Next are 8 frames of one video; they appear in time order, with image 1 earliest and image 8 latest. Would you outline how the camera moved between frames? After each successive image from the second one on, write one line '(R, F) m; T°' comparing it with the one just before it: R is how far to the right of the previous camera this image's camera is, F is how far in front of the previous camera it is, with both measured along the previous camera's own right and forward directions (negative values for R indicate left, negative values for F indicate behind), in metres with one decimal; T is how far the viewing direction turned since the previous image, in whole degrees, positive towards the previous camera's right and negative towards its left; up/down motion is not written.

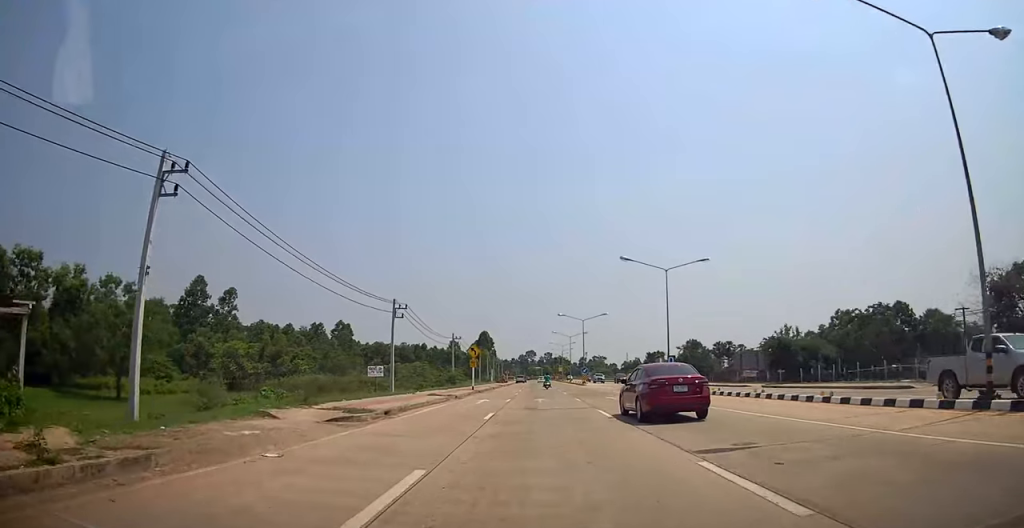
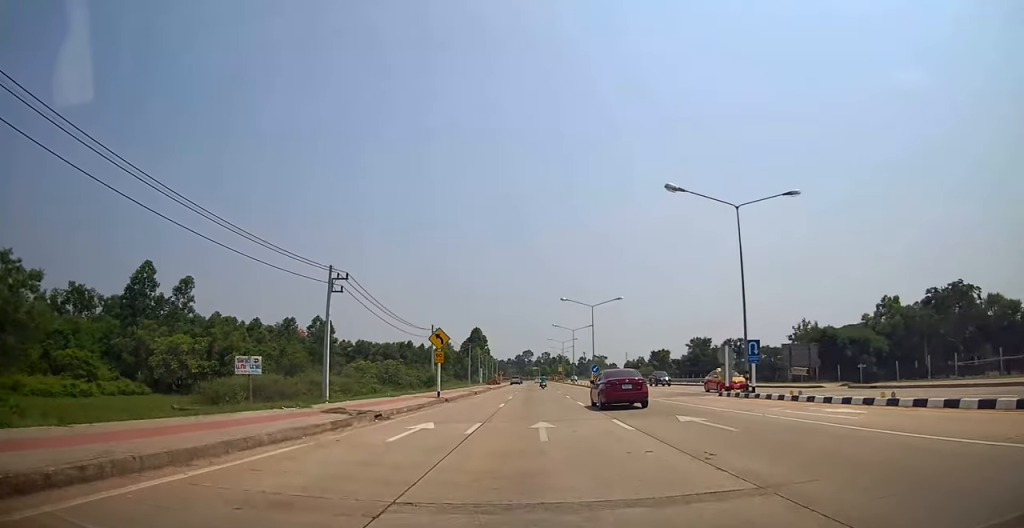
(+0.2, +15.8) m; 0°
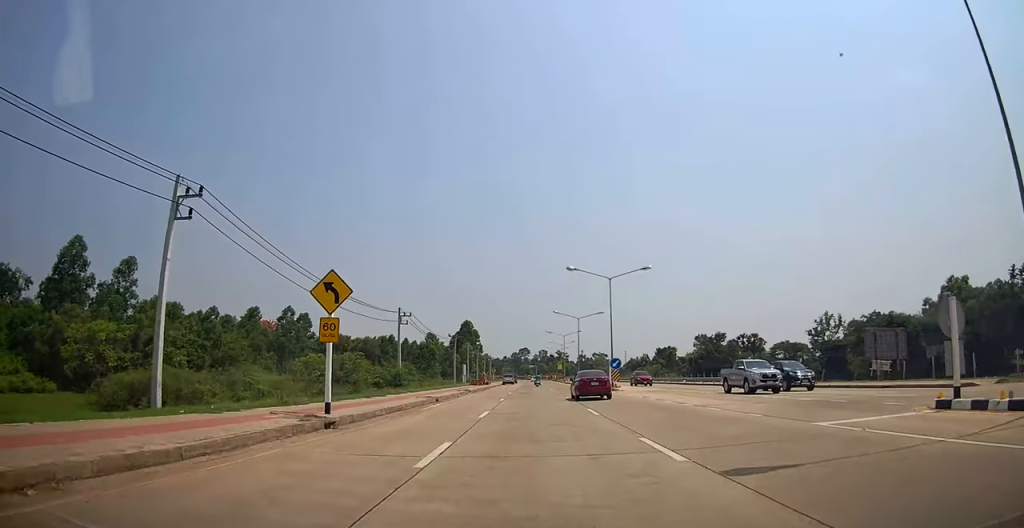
(-0.2, +16.6) m; 0°
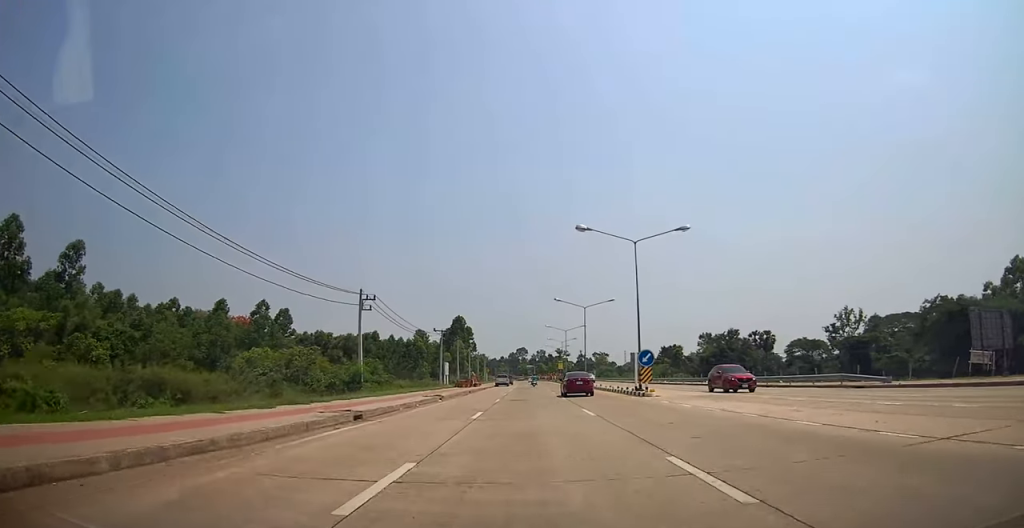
(+0.3, +12.4) m; -1°
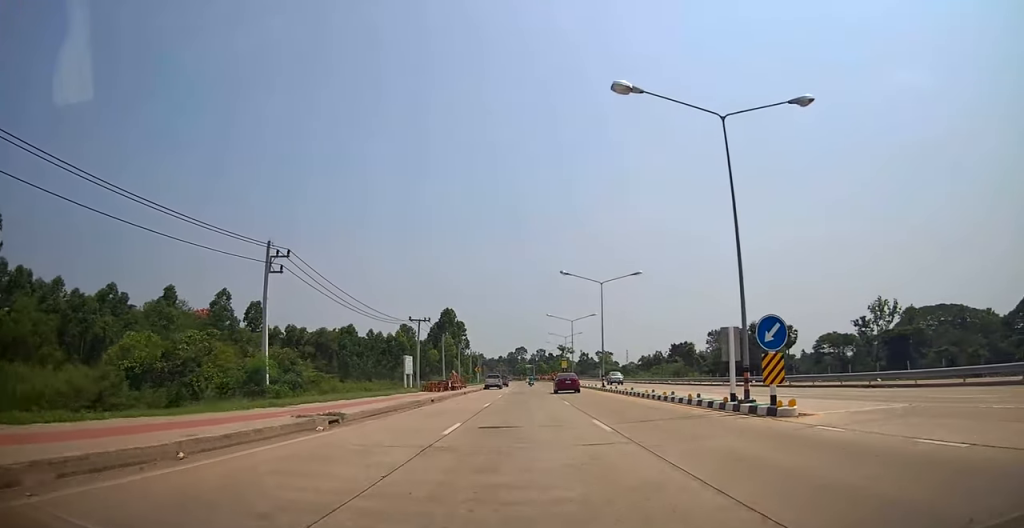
(-0.7, +16.5) m; -2°
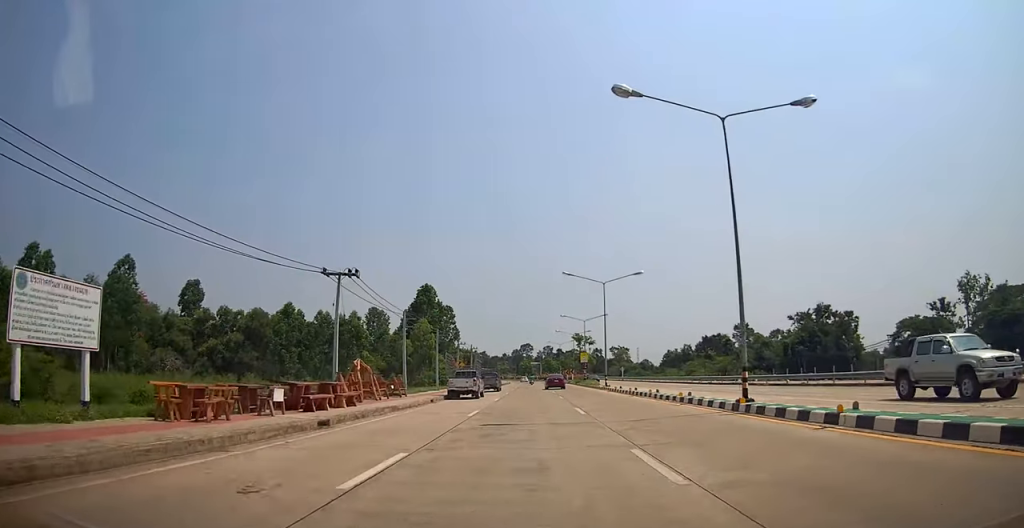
(+0.2, +30.5) m; +3°
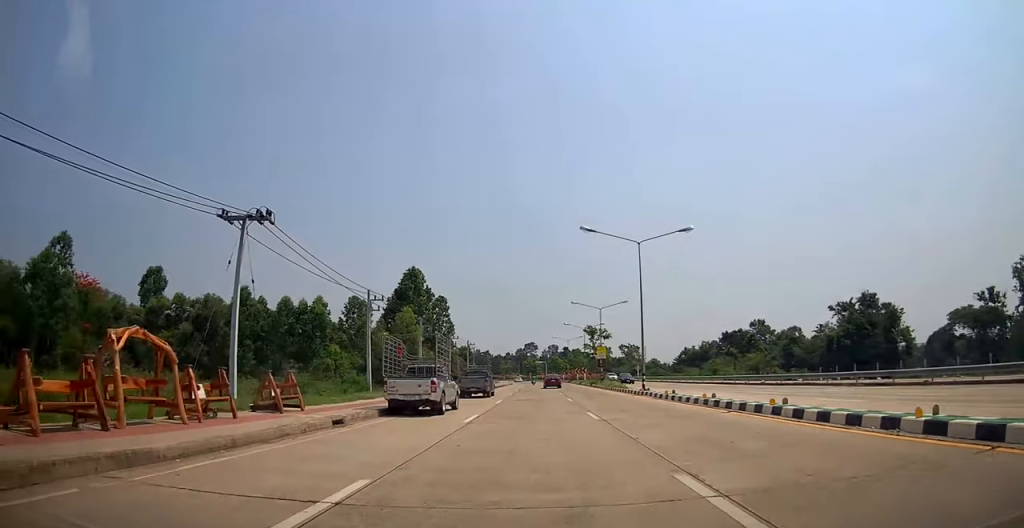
(+0.8, +14.4) m; 0°
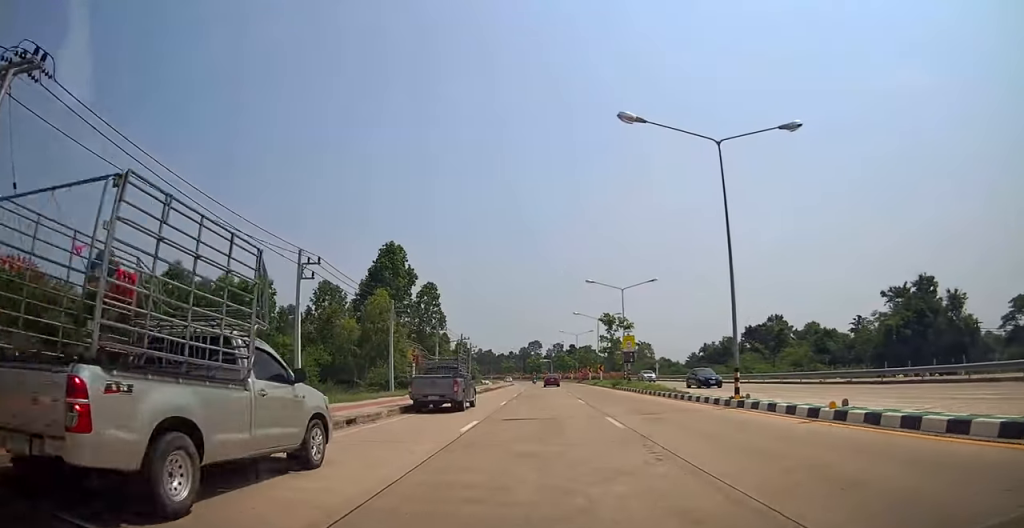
(-0.7, +14.6) m; -3°
